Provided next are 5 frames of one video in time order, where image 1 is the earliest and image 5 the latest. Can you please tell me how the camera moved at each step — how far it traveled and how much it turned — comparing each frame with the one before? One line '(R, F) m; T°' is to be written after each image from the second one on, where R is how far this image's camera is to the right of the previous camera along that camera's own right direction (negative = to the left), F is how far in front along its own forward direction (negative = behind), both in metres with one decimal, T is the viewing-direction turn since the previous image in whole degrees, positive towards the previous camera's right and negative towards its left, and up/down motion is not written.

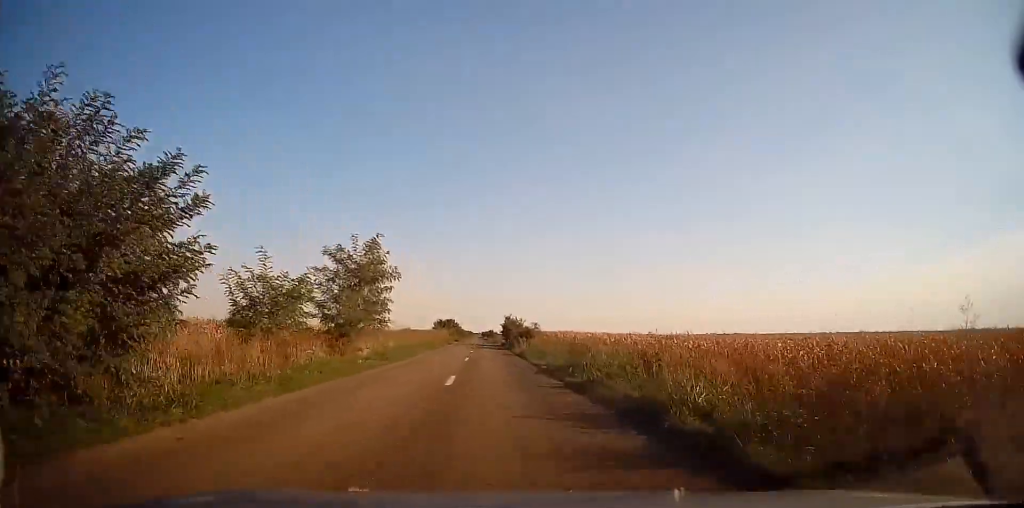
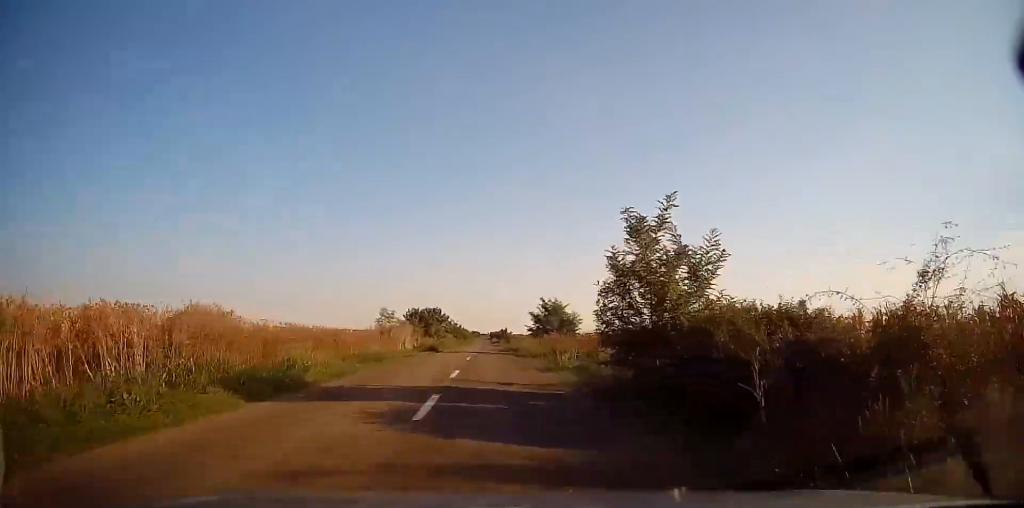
(-0.2, +53.7) m; -1°
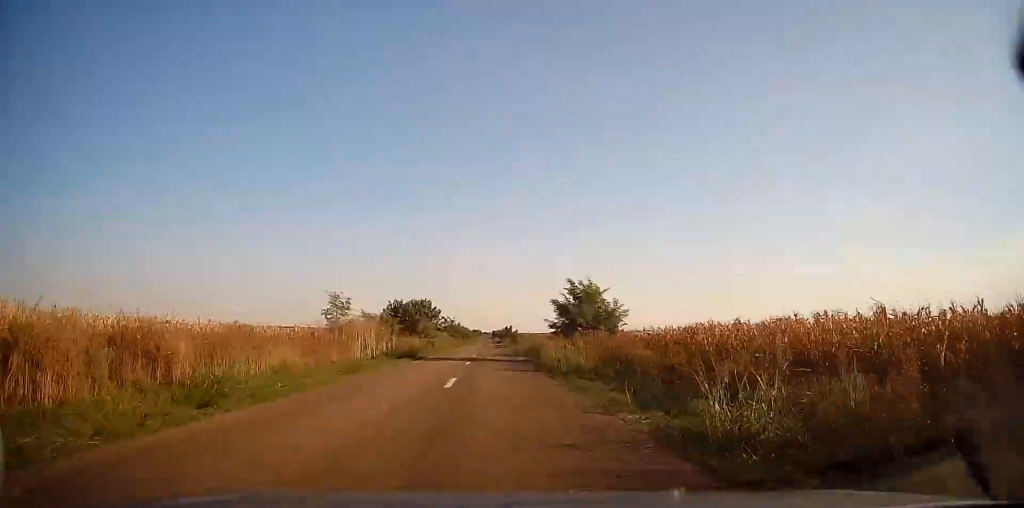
(-0.1, +14.2) m; 0°
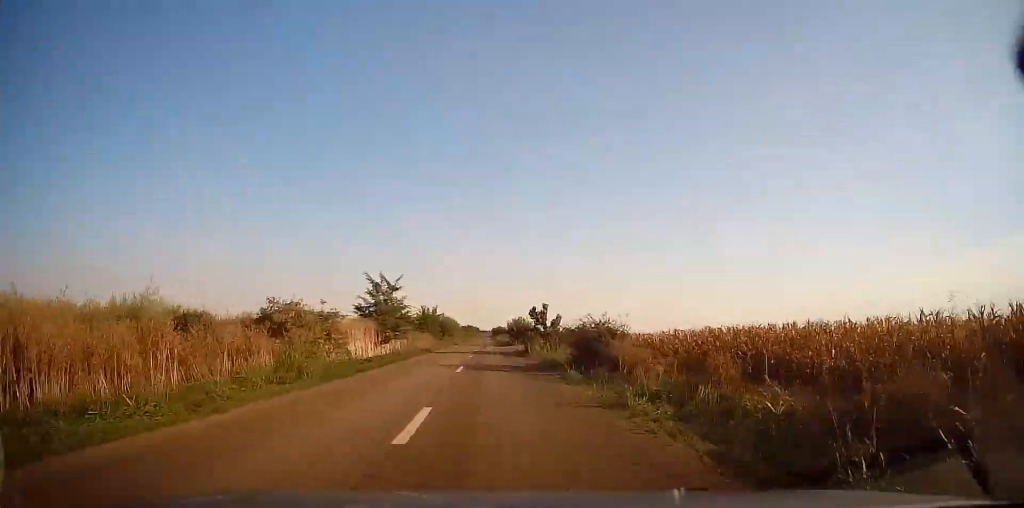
(-0.1, +53.7) m; 0°
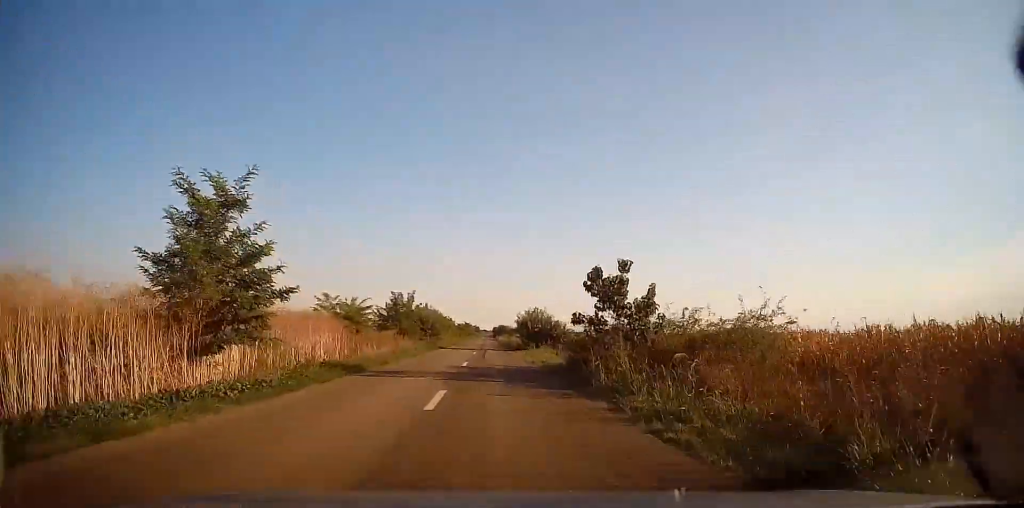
(+0.2, +20.8) m; 0°
